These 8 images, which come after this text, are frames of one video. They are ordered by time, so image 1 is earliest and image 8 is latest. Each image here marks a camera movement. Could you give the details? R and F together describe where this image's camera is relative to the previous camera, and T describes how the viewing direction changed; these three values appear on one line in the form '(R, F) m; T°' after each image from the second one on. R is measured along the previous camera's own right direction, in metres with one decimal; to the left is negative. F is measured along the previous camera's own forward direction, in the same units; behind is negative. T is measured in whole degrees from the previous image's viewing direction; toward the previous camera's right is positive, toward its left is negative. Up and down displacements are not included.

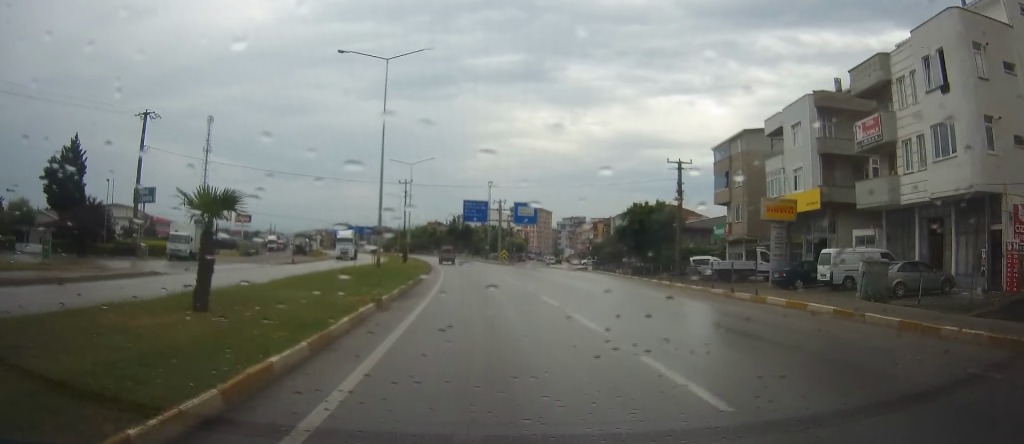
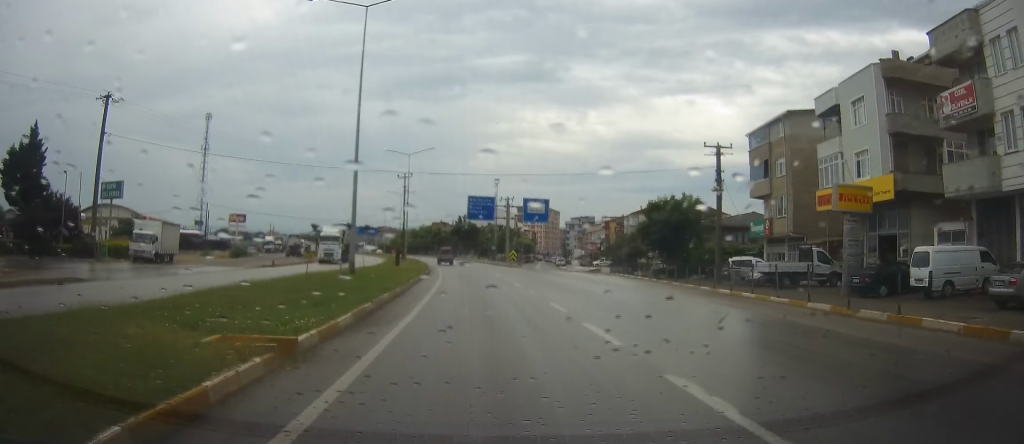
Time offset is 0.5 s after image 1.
(-0.1, +7.9) m; 0°
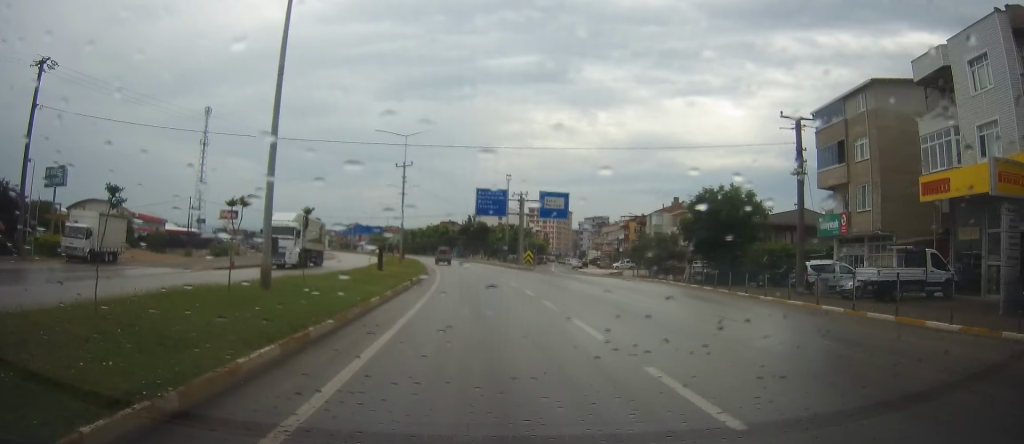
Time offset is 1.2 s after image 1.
(+0.2, +11.0) m; 0°
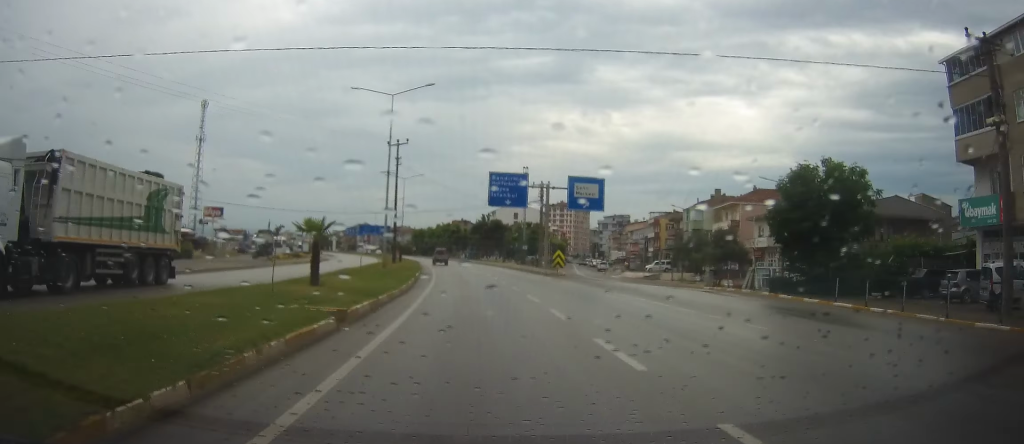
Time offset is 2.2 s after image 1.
(-0.2, +15.5) m; -1°
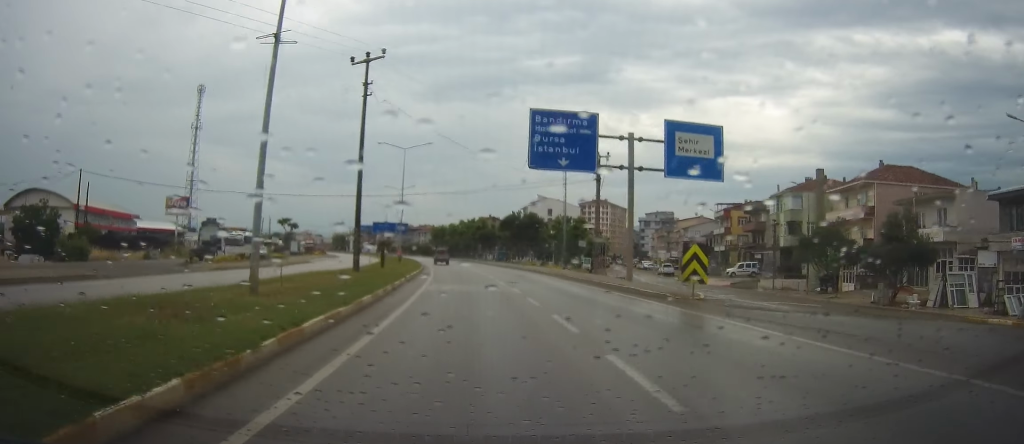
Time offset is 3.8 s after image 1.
(-0.5, +25.9) m; -2°
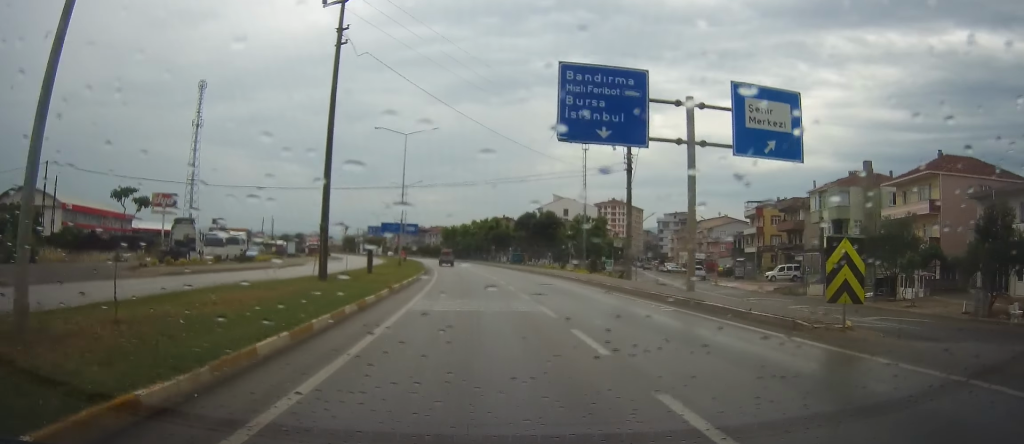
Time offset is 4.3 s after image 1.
(-0.1, +8.6) m; -1°
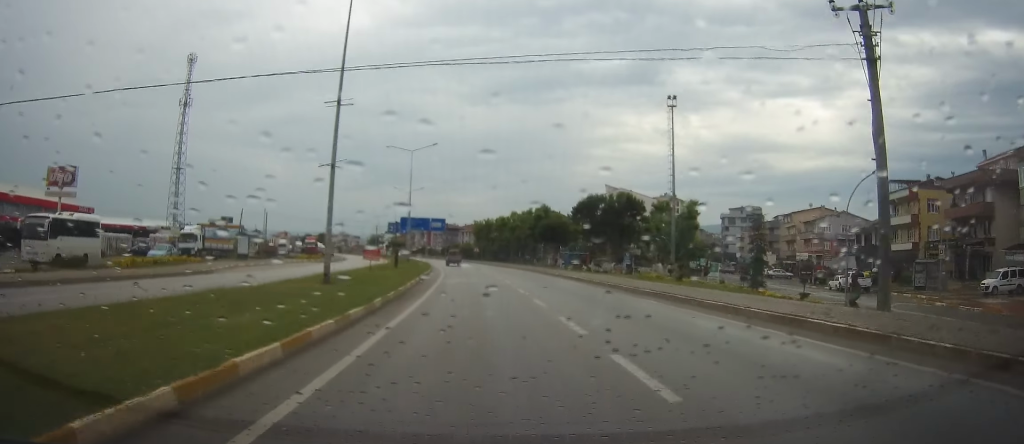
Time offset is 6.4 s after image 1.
(-0.1, +32.4) m; -2°
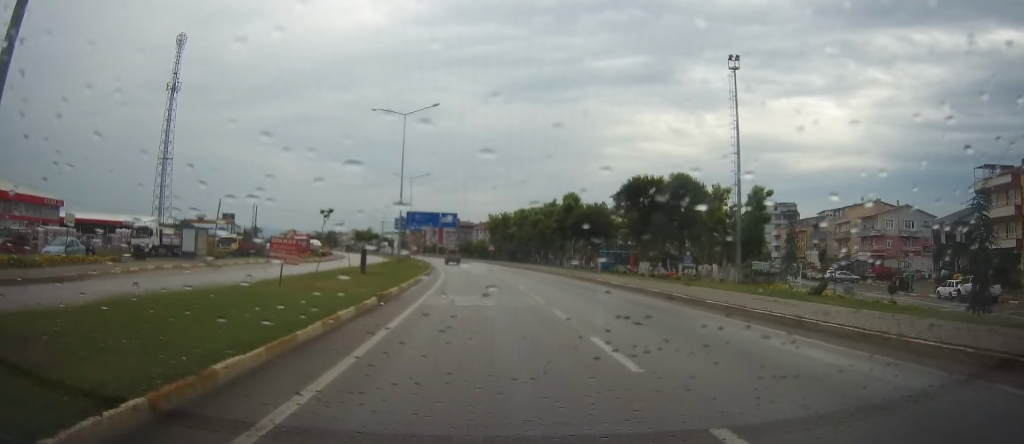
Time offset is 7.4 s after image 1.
(-0.5, +16.0) m; -3°
